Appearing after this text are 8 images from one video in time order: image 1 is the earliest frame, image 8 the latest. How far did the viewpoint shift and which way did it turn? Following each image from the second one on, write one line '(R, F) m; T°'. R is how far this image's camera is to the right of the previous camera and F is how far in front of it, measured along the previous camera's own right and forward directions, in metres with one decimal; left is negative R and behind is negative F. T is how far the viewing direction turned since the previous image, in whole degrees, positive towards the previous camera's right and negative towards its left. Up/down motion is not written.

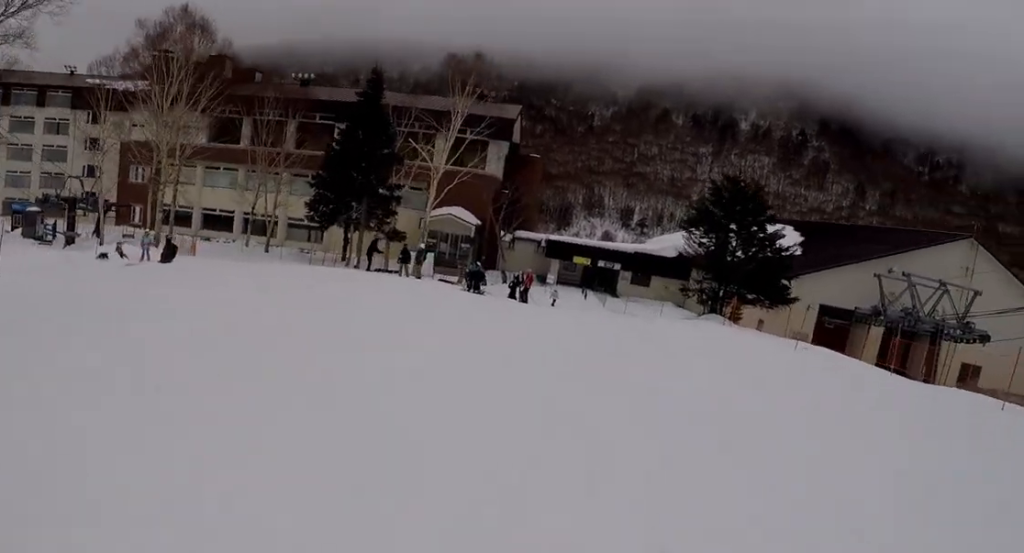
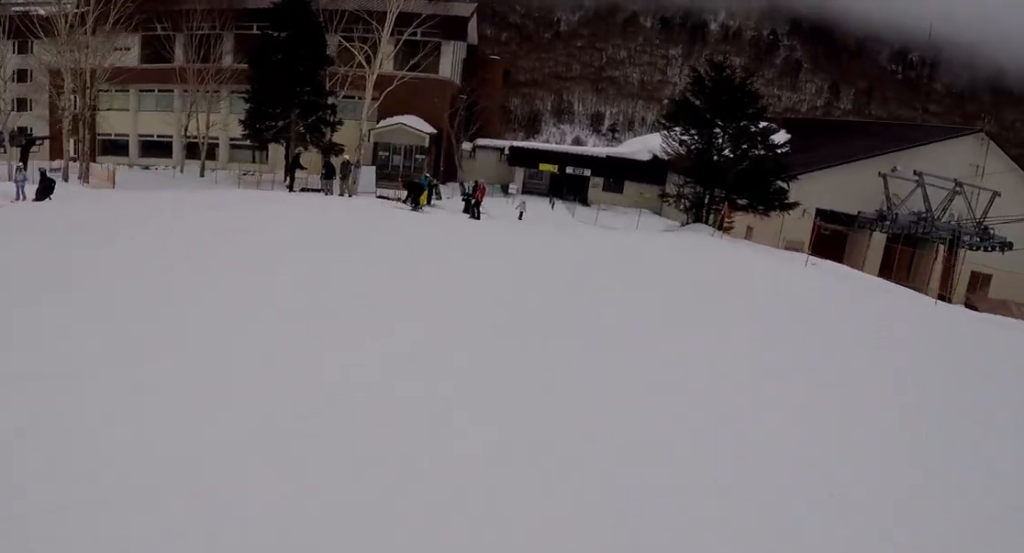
(+0.3, +4.1) m; -2°
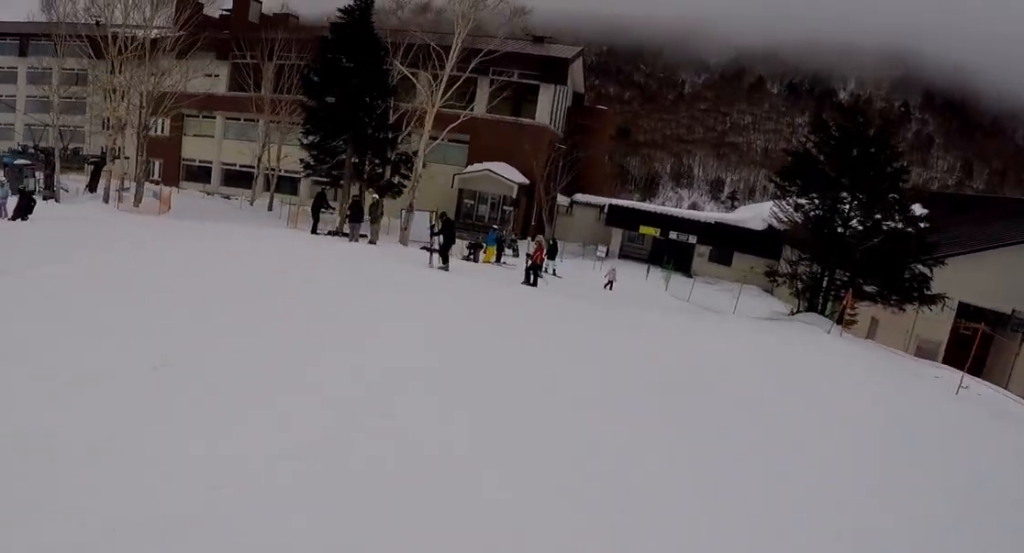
(+0.3, +4.9) m; -5°
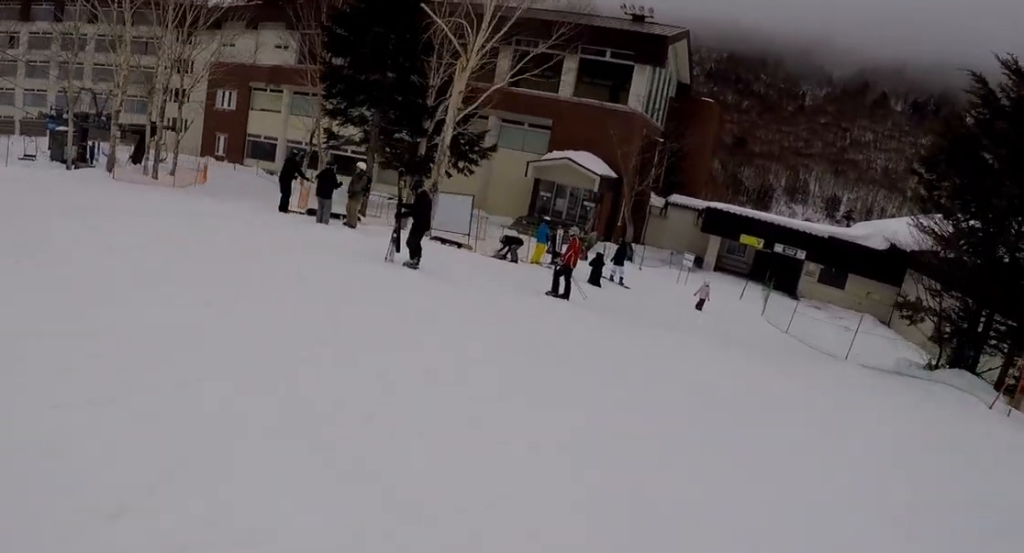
(-1.1, +5.7) m; -3°
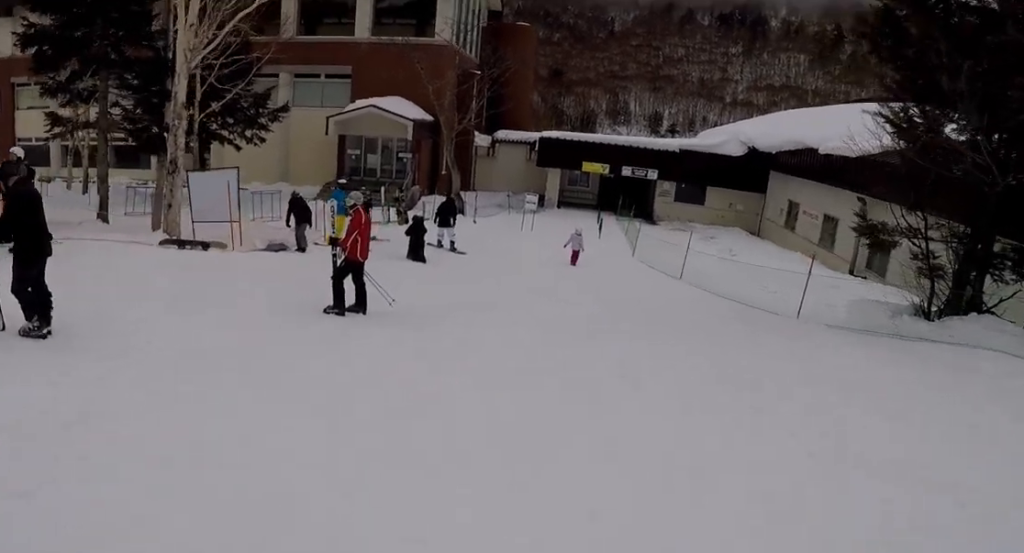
(+0.9, +6.1) m; +9°
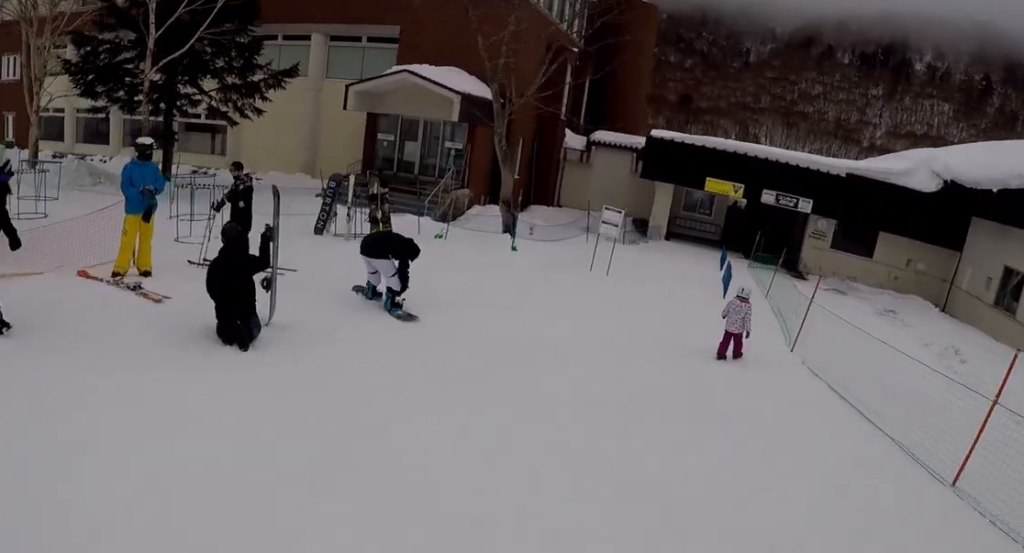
(-2.3, +10.8) m; -21°
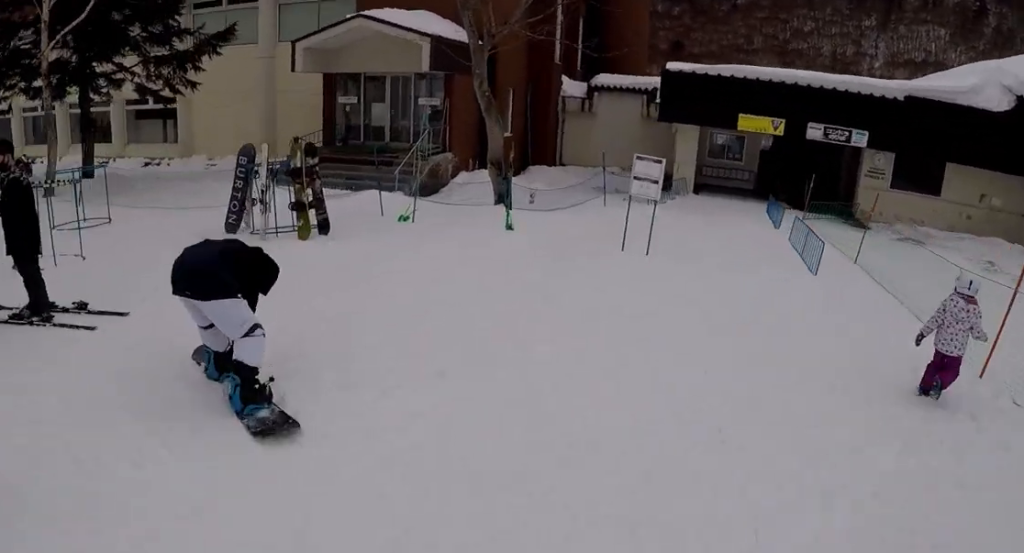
(-0.2, +4.1) m; +8°
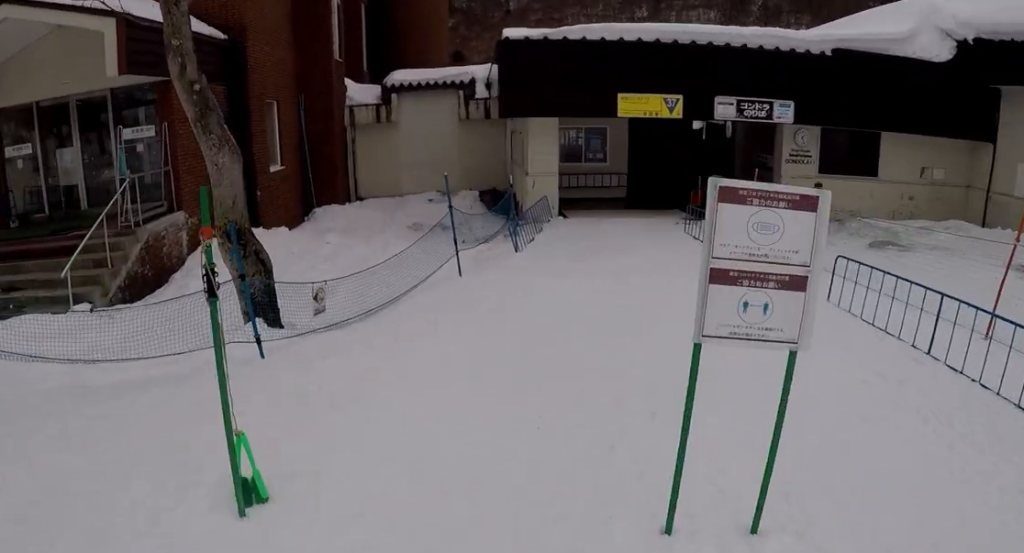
(+1.5, +5.8) m; +19°
